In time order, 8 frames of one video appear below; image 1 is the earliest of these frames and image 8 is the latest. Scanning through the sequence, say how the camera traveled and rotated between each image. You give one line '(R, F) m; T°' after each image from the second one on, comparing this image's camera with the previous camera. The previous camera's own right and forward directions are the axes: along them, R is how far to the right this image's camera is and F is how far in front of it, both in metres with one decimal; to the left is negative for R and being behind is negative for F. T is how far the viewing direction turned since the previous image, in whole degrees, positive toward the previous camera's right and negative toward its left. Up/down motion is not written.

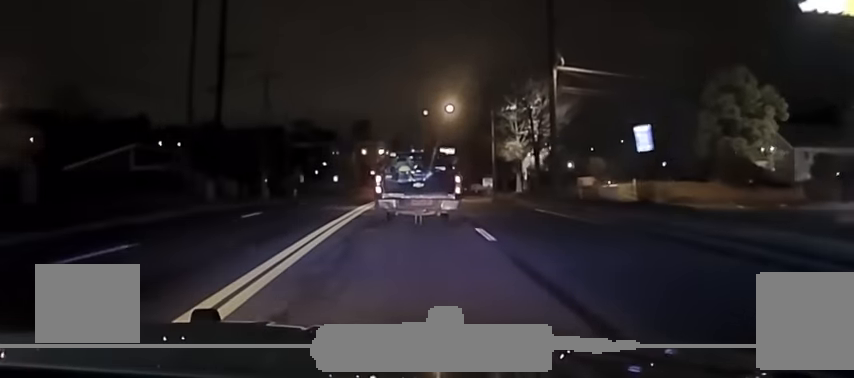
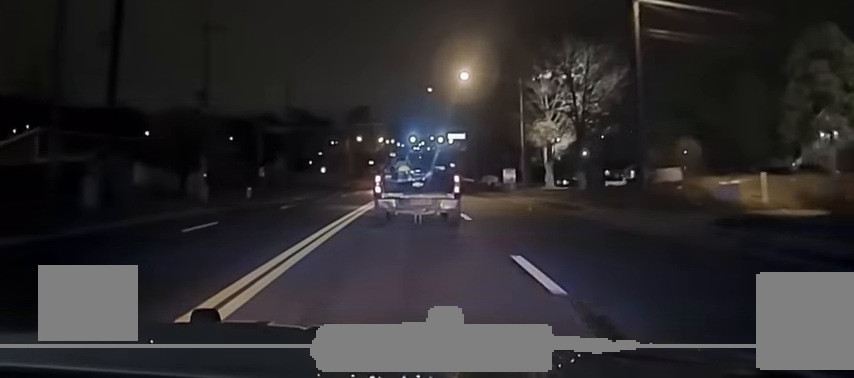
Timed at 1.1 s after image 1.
(-0.2, +18.1) m; -2°
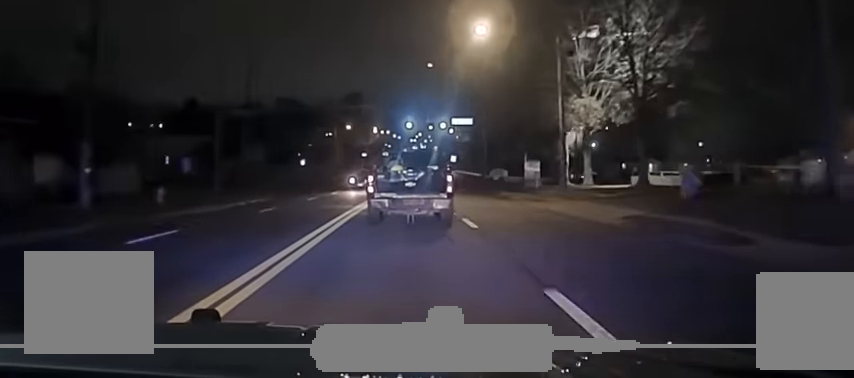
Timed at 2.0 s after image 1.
(-0.4, +14.4) m; 0°
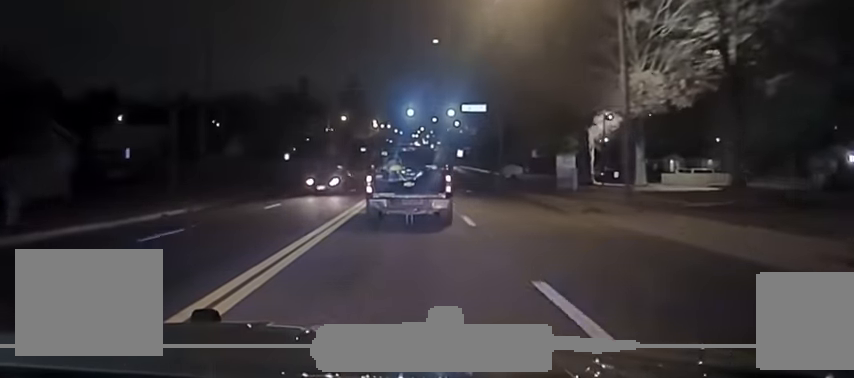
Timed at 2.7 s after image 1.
(+0.3, +11.4) m; +1°
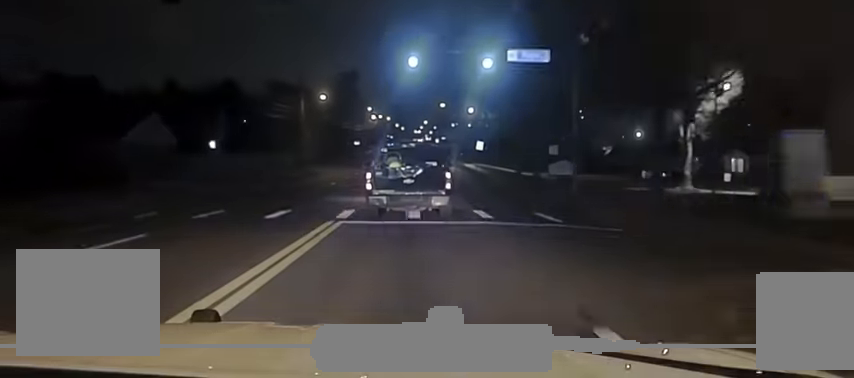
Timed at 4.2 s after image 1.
(0.0, +26.1) m; -1°
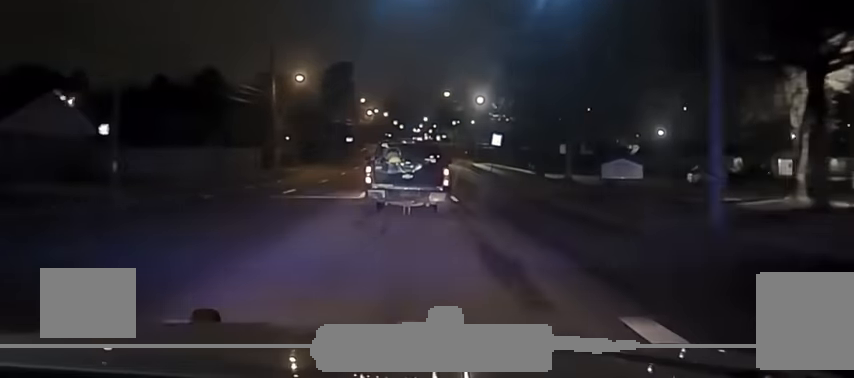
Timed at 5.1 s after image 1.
(-0.2, +16.0) m; 0°
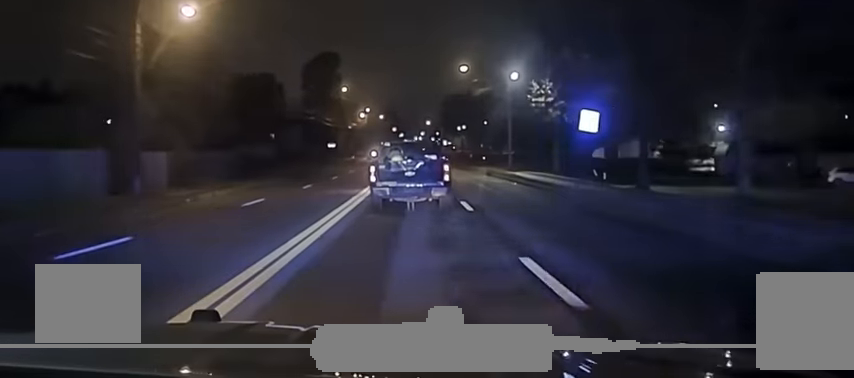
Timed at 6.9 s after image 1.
(+0.5, +30.6) m; +2°
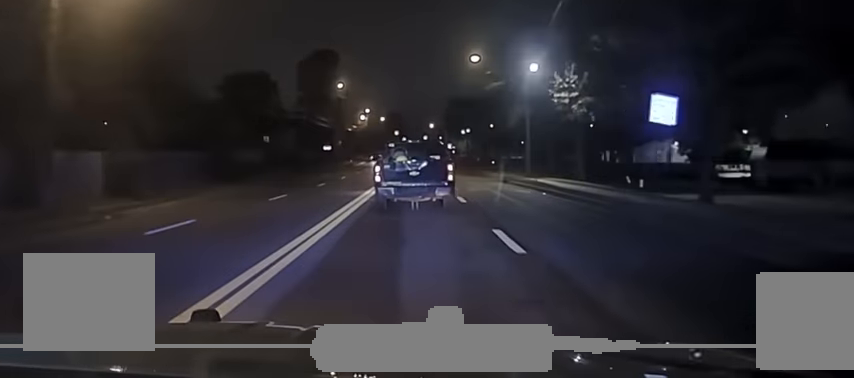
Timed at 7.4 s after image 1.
(0.0, +8.4) m; -1°
